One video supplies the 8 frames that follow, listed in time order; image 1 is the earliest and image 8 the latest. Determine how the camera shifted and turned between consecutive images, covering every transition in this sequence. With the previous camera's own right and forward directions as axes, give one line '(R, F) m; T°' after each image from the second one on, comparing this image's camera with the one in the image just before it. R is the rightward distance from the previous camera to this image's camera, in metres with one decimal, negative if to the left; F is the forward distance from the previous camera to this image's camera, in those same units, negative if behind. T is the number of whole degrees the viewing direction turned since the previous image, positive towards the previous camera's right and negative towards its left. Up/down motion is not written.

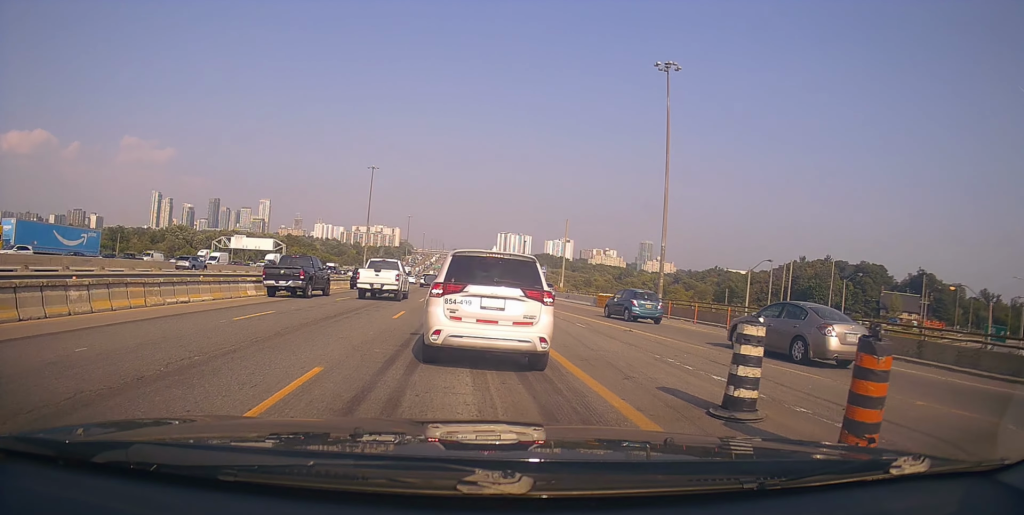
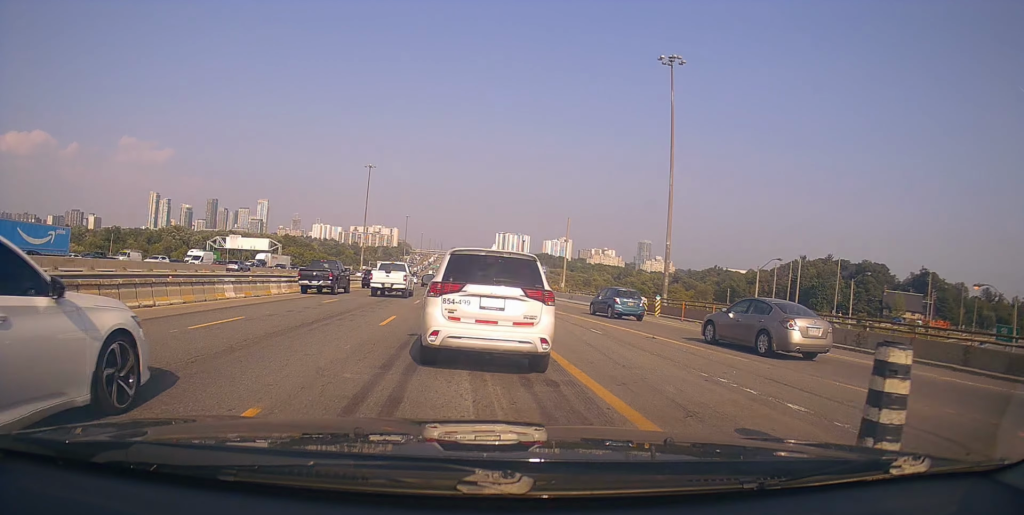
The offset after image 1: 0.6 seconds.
(0.0, +2.1) m; +1°
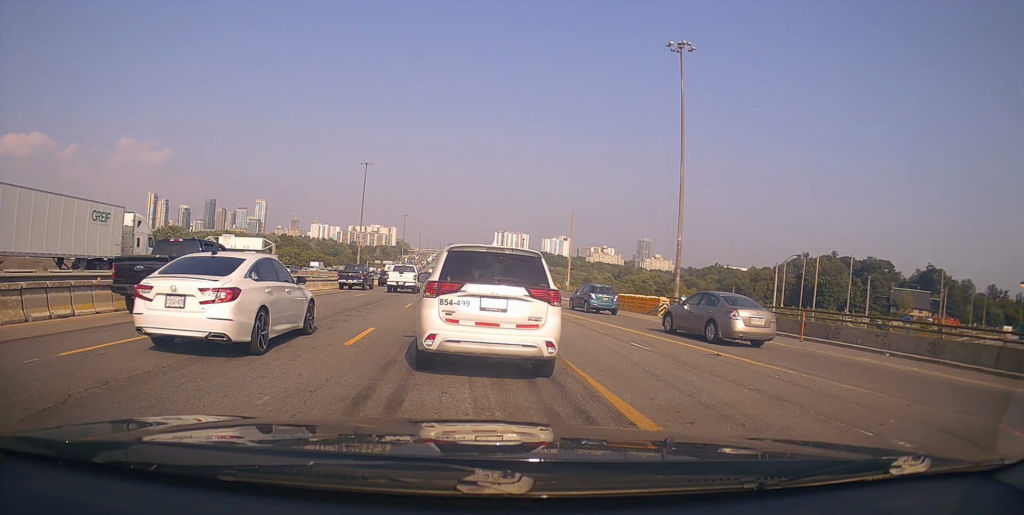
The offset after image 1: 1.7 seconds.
(0.0, +4.0) m; -6°
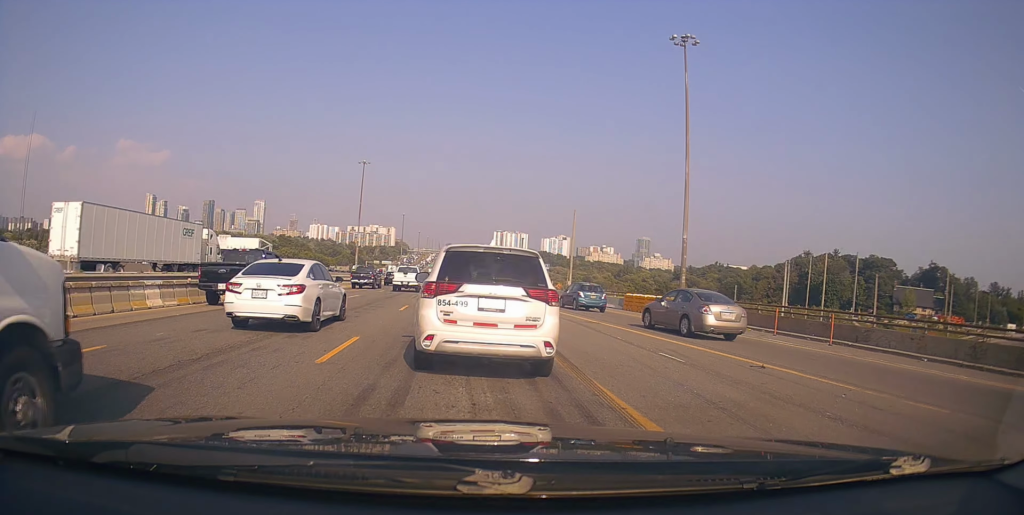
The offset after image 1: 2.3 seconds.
(-0.1, +2.0) m; -2°
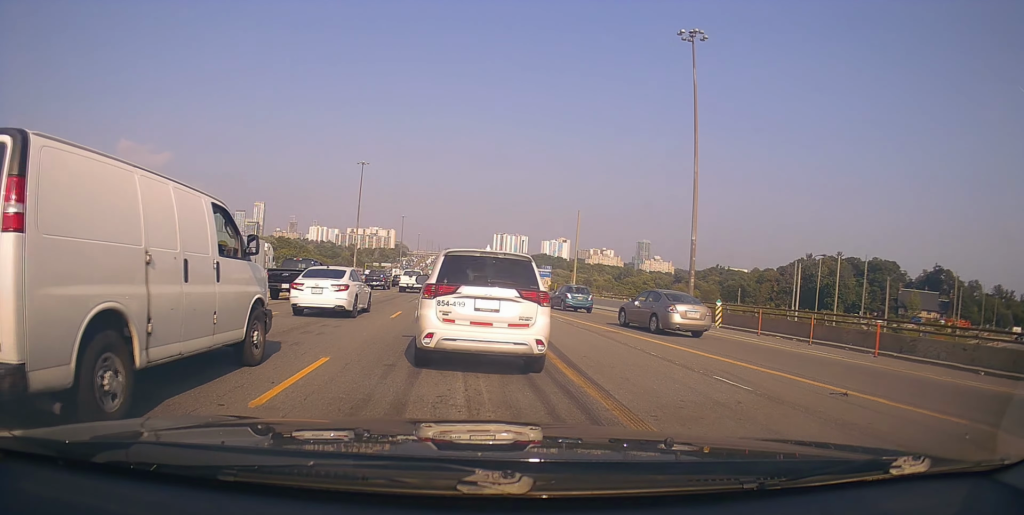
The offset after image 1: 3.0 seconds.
(-0.4, +2.6) m; 0°
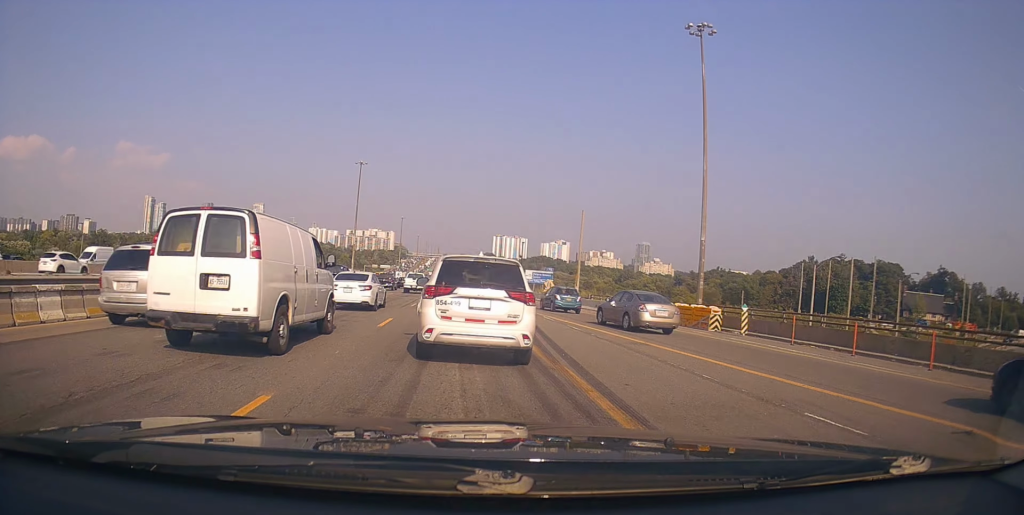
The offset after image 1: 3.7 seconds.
(+0.3, +2.7) m; +6°
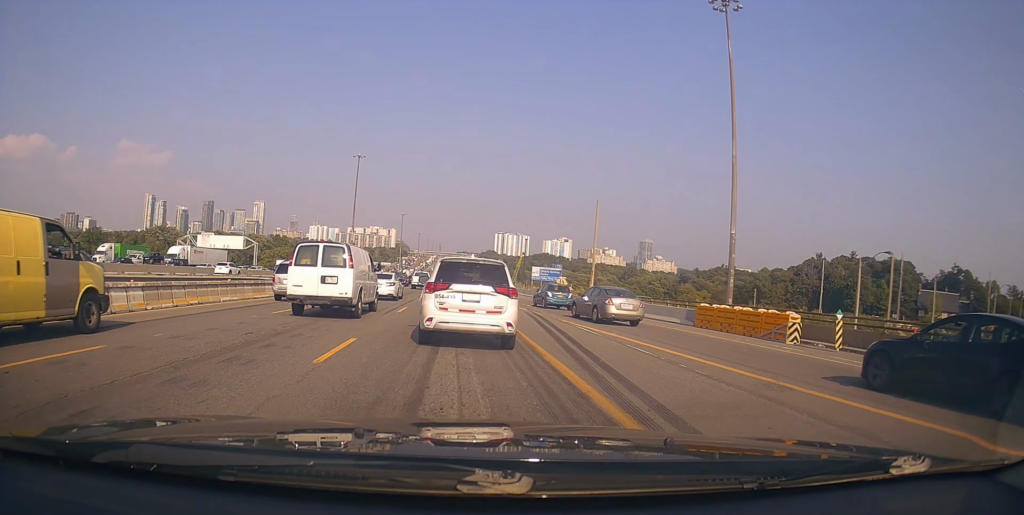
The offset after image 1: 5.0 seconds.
(+0.3, +6.0) m; +3°
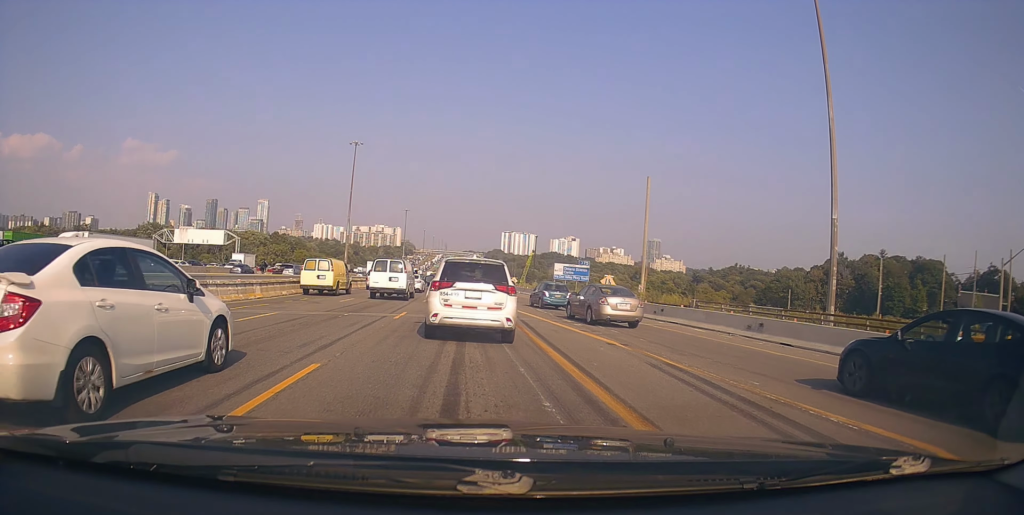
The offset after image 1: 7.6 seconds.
(0.0, +15.2) m; -6°
